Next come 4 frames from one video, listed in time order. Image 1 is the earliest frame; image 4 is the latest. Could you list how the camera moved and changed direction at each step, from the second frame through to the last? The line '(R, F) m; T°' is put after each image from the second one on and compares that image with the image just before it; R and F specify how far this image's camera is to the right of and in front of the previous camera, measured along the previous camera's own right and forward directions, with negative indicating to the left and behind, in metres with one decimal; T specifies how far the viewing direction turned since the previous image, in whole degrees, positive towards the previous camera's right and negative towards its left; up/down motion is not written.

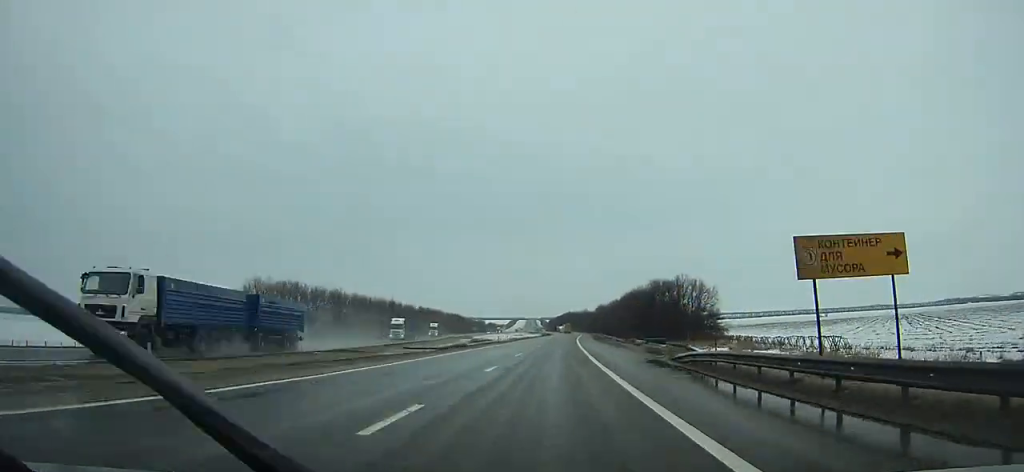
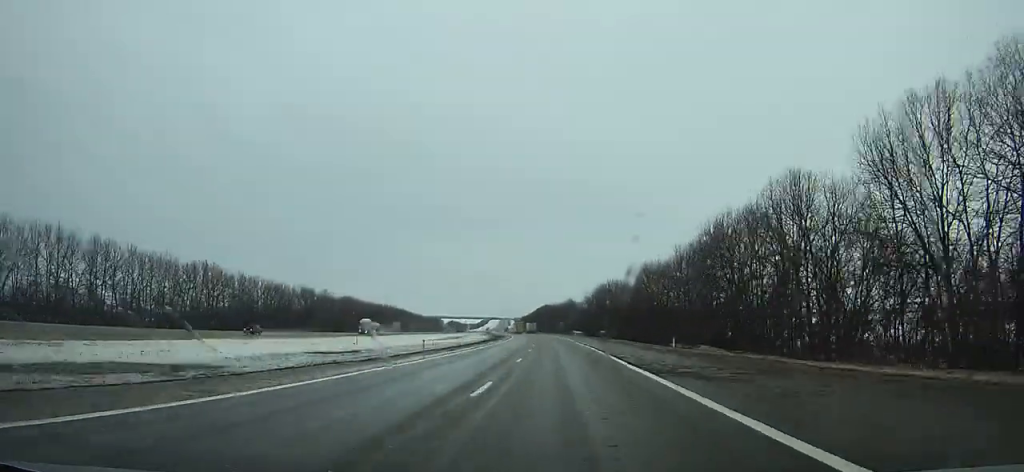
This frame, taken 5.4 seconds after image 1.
(+3.1, +139.1) m; +1°
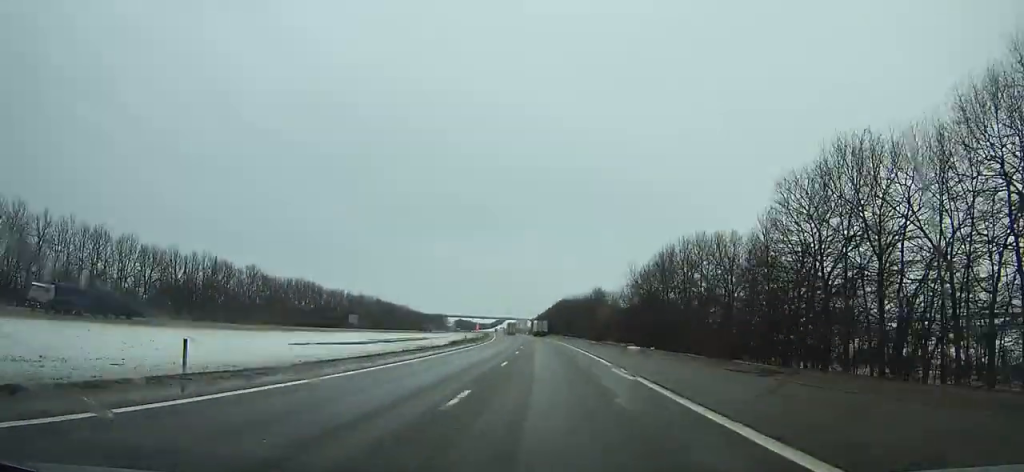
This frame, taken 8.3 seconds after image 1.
(-1.0, +74.8) m; -2°
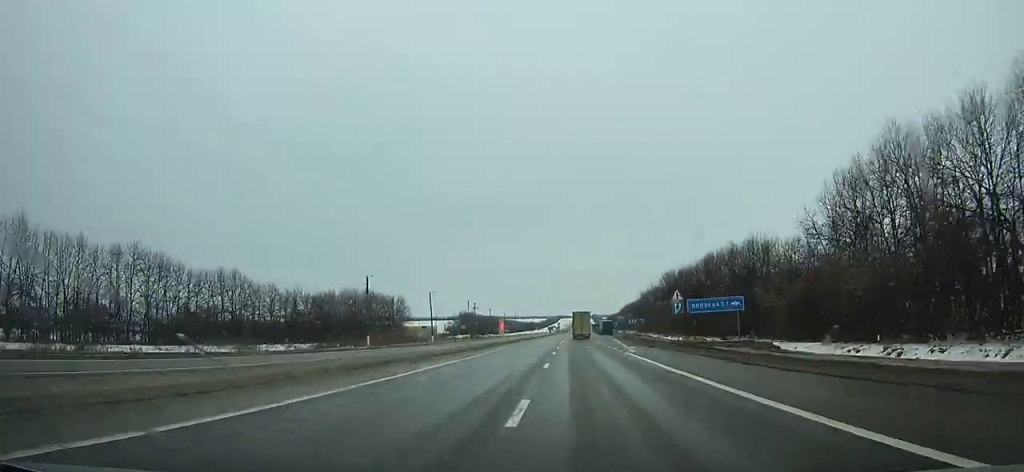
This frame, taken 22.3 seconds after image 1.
(-23.0, +360.9) m; -4°
